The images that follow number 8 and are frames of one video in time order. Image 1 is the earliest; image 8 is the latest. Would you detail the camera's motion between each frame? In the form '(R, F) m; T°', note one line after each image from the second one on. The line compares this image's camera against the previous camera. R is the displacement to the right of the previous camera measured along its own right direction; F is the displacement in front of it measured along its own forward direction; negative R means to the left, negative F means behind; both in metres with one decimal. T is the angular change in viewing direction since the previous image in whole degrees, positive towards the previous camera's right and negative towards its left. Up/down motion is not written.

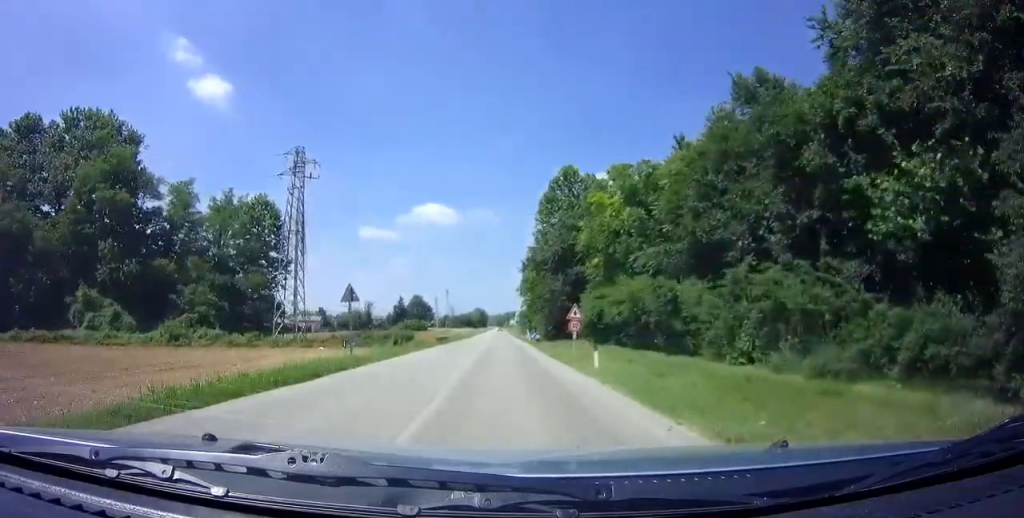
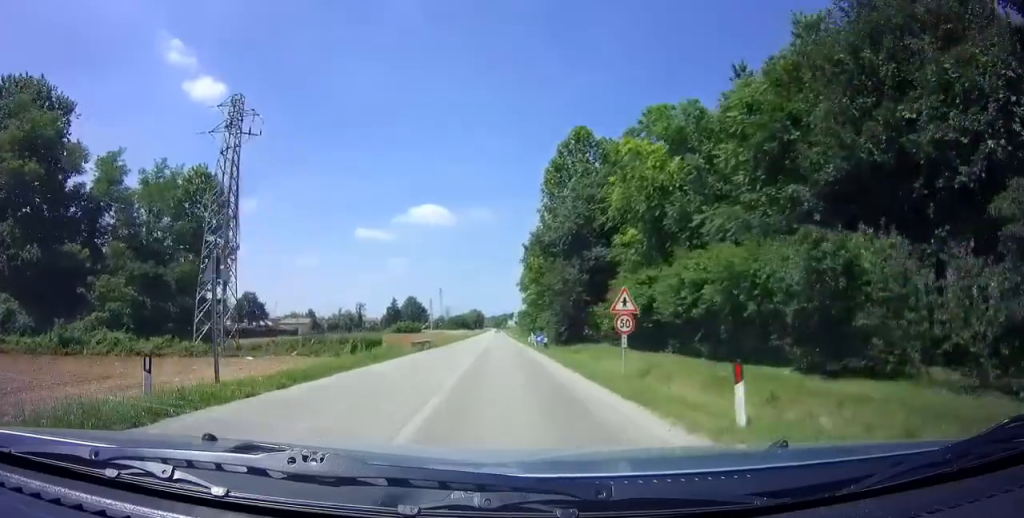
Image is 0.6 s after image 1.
(0.0, +10.3) m; 0°
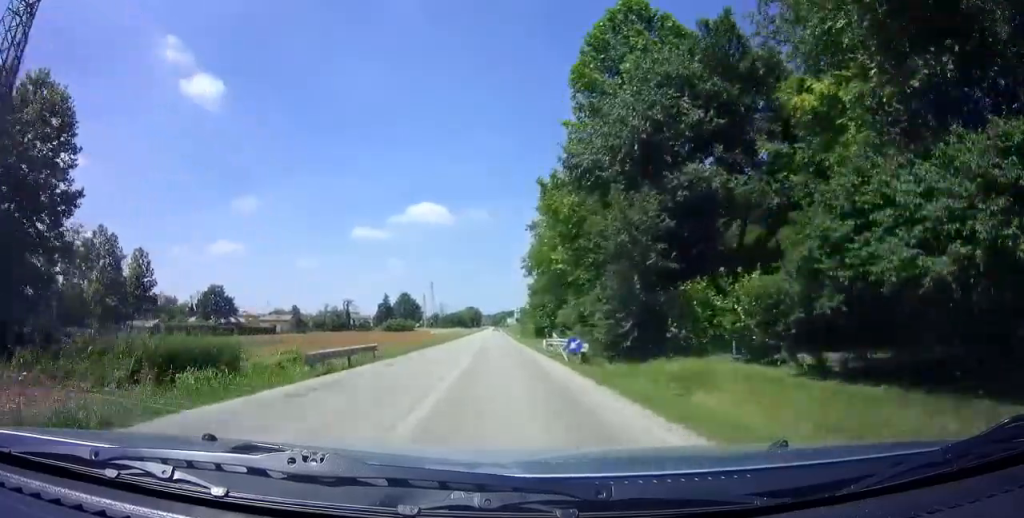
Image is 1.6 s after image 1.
(0.0, +17.1) m; 0°
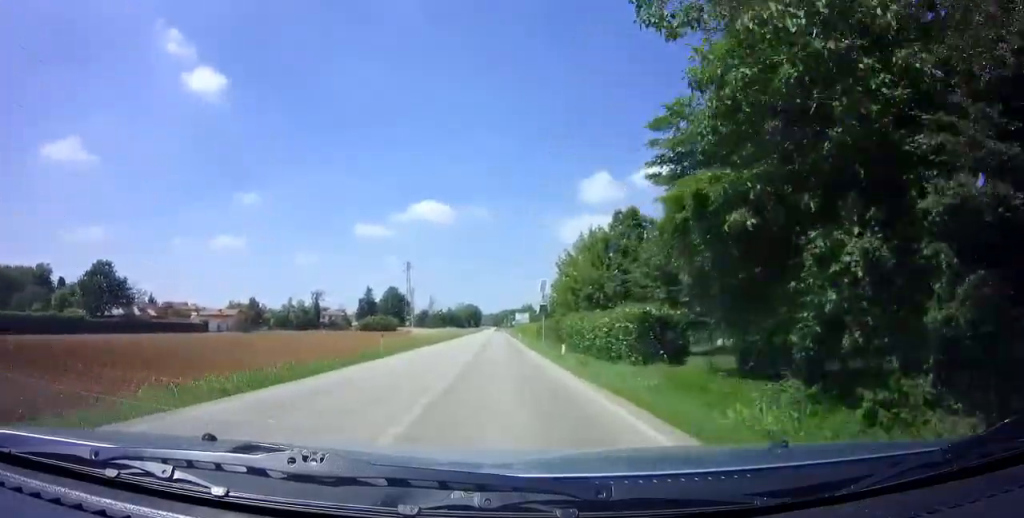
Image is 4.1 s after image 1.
(0.0, +42.1) m; 0°
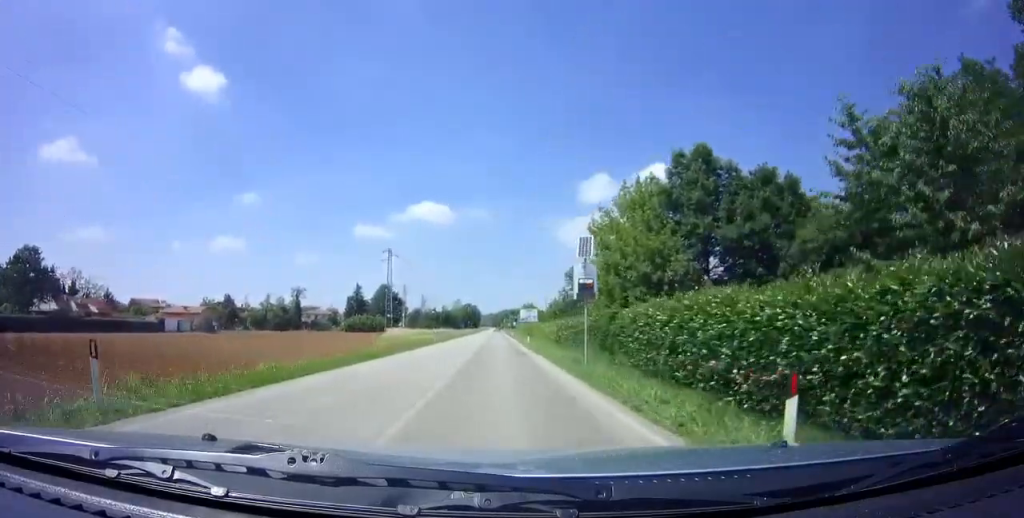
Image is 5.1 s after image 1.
(0.0, +18.1) m; 0°
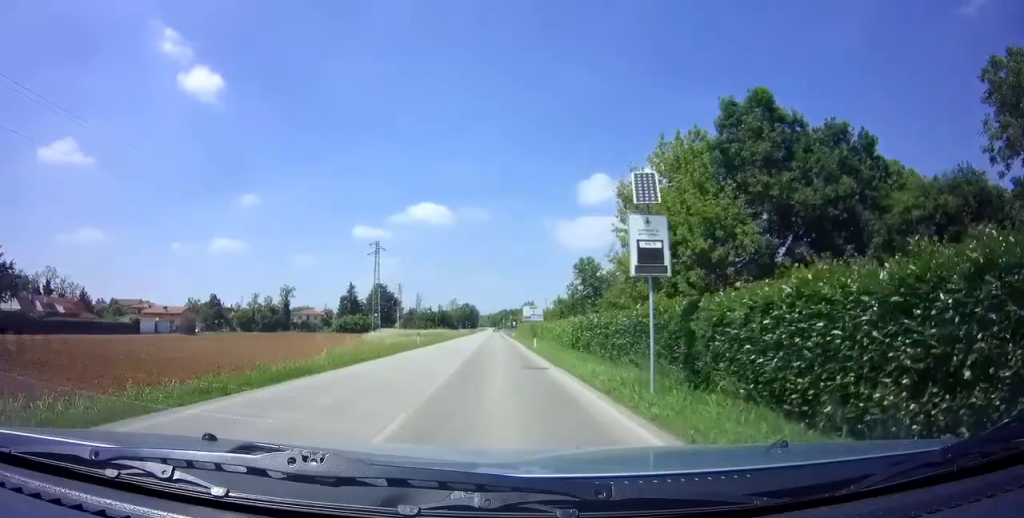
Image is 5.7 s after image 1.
(0.0, +8.9) m; 0°
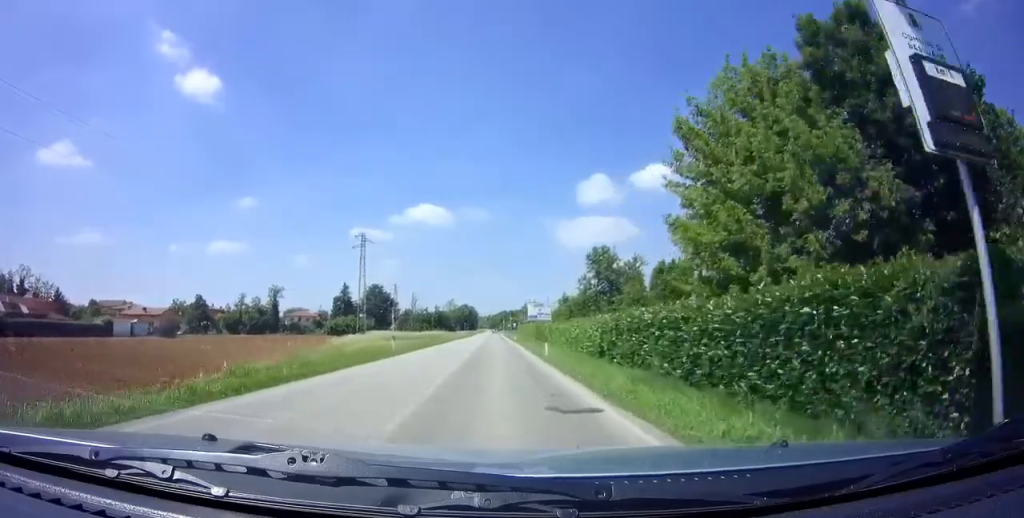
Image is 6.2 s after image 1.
(0.0, +8.3) m; 0°
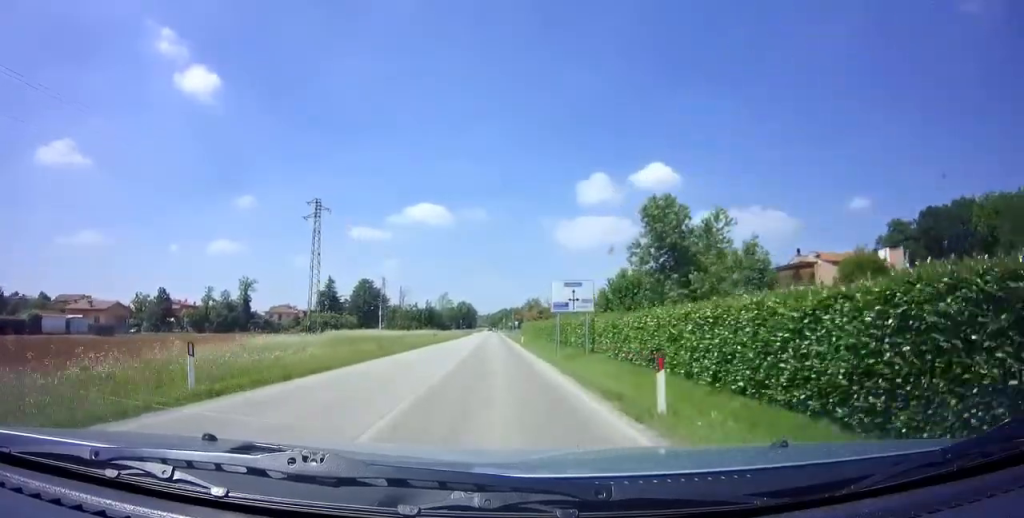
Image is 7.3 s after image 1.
(0.0, +18.7) m; 0°
